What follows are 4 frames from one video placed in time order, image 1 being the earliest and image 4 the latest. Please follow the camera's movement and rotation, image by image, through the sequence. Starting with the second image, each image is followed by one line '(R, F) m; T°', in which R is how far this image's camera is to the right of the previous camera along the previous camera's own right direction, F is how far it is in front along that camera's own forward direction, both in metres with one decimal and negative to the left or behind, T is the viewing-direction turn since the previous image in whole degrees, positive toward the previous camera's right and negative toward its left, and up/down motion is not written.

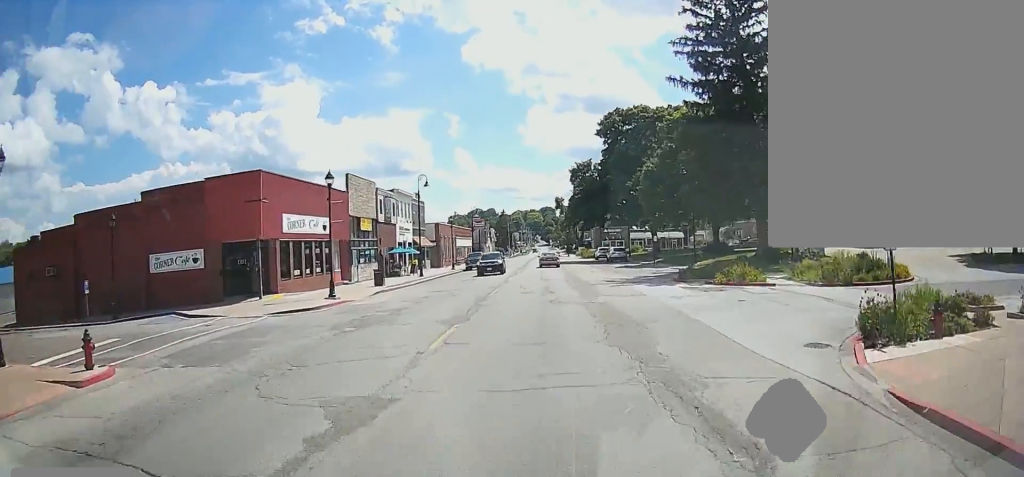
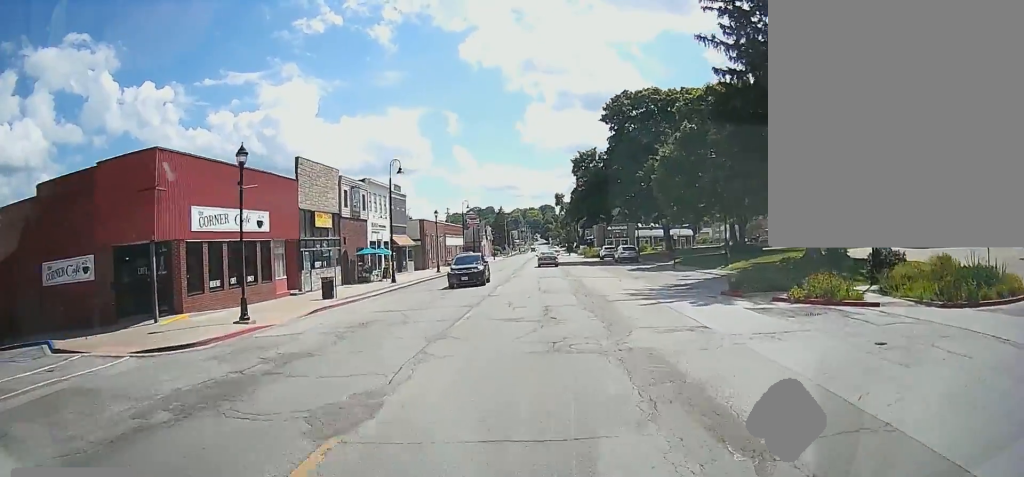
(+0.2, +8.9) m; +1°
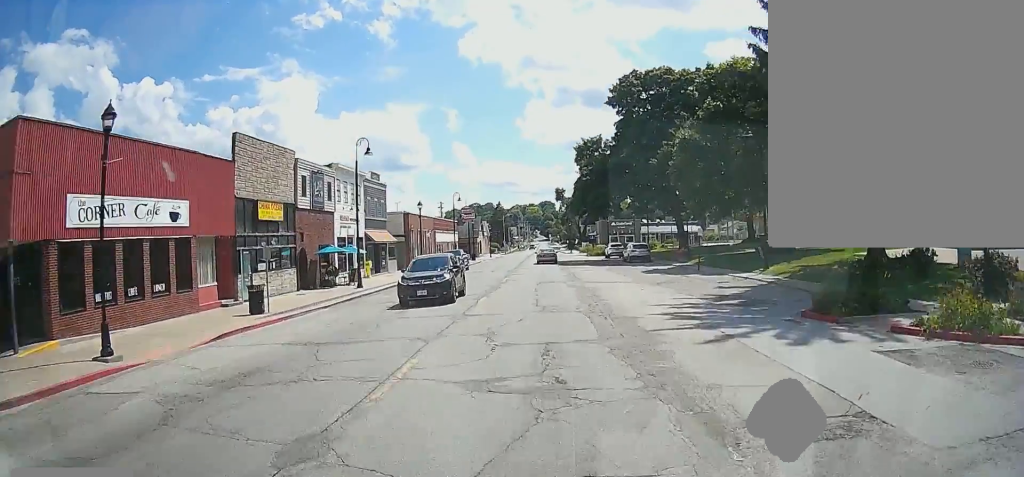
(0.0, +7.4) m; 0°
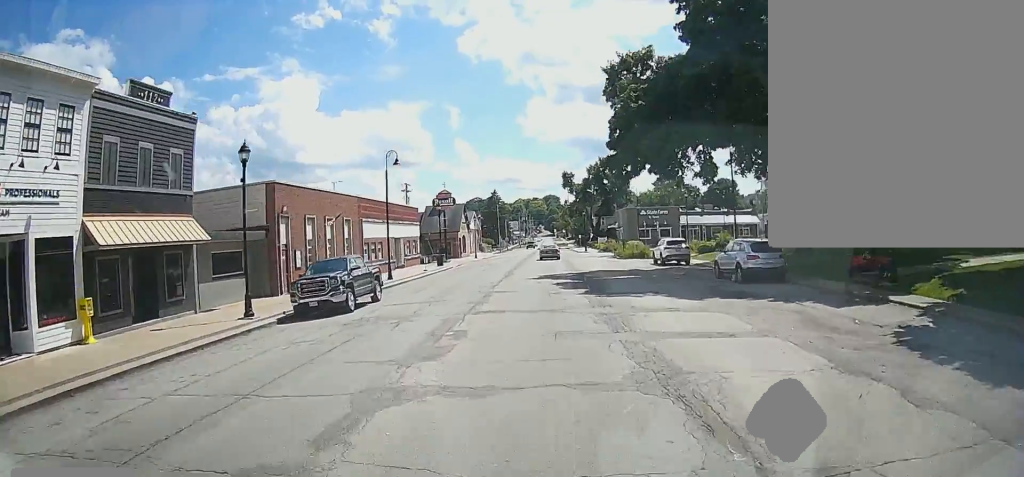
(-0.8, +31.0) m; 0°
